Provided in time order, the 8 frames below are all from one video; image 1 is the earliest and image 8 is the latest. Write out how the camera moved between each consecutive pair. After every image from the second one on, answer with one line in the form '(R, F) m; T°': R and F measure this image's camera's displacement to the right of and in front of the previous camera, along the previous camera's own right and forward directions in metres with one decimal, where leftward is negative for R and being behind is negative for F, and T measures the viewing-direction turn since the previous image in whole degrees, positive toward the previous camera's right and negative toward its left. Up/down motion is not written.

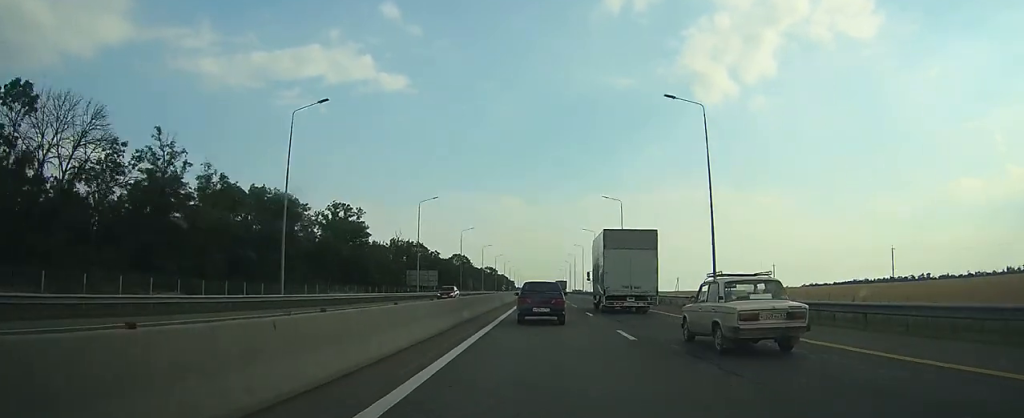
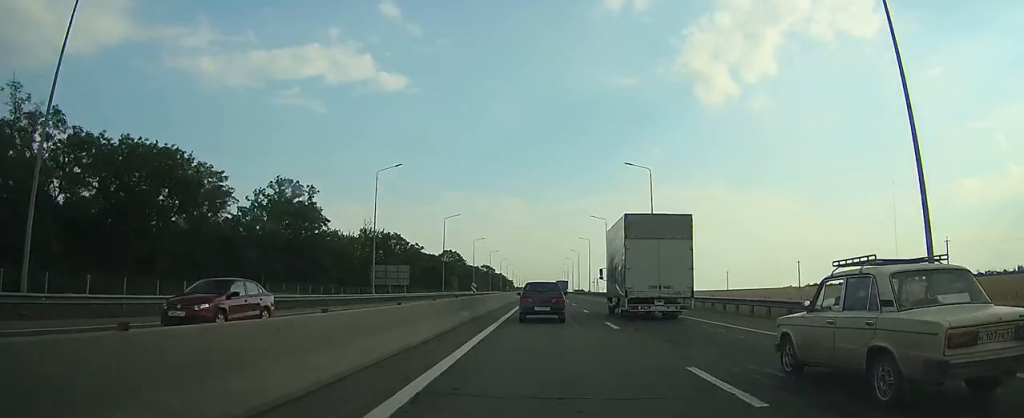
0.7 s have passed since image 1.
(0.0, +20.2) m; 0°
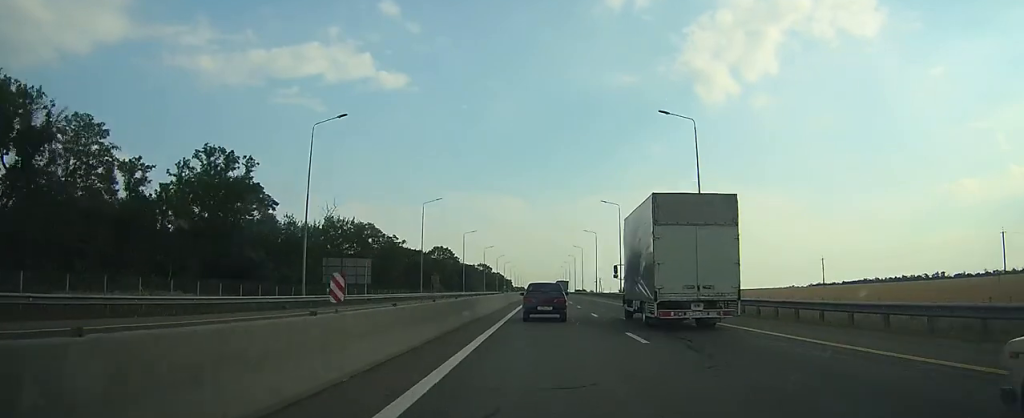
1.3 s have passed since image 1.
(0.0, +16.5) m; 0°
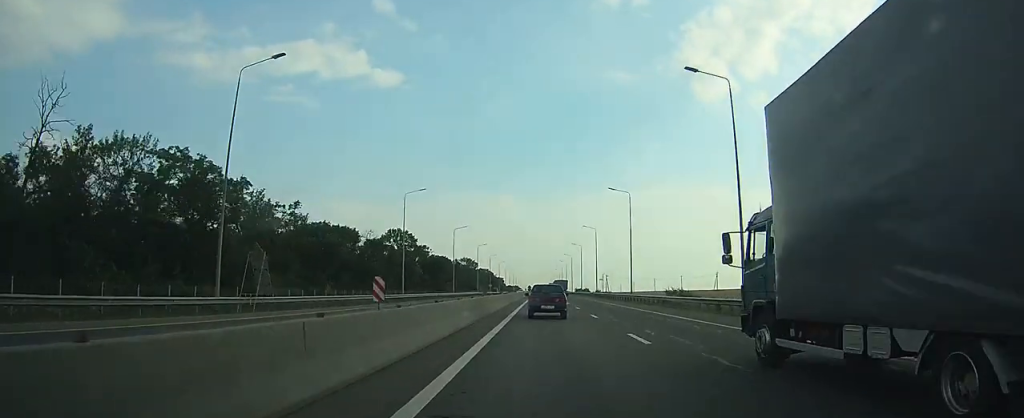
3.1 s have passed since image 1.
(+0.1, +48.1) m; 0°
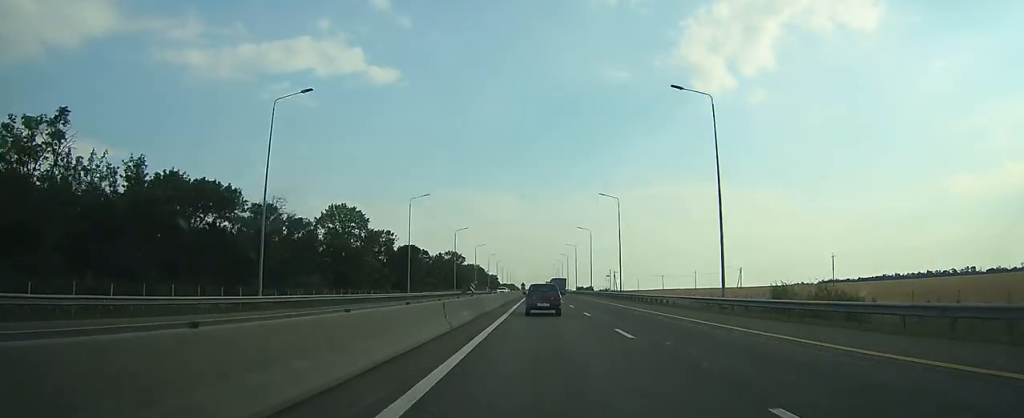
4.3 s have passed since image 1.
(+0.2, +34.6) m; +1°
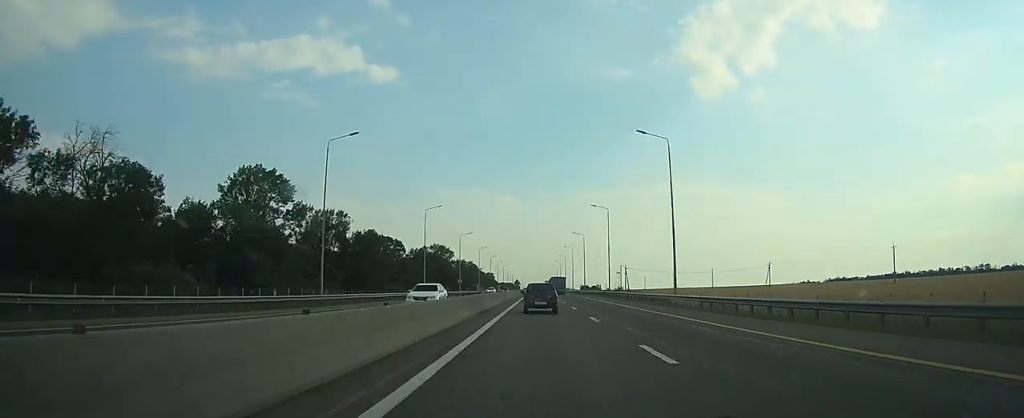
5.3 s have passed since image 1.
(+0.1, +29.2) m; 0°
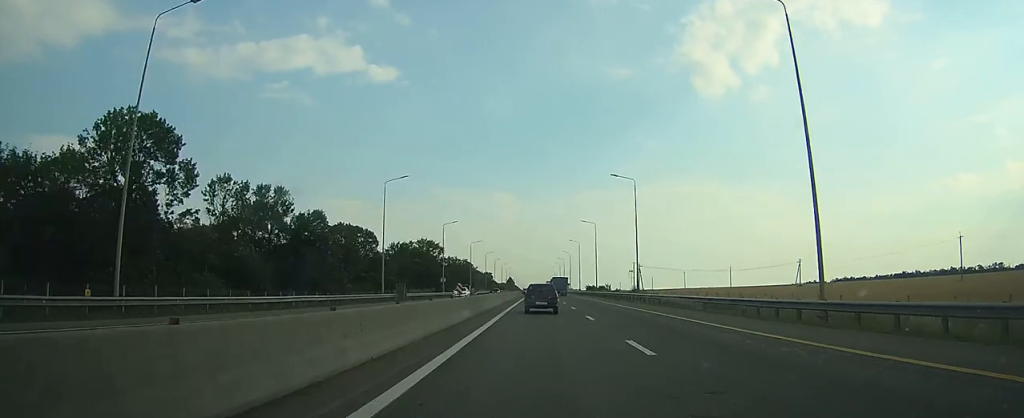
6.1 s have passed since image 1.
(0.0, +22.8) m; 0°
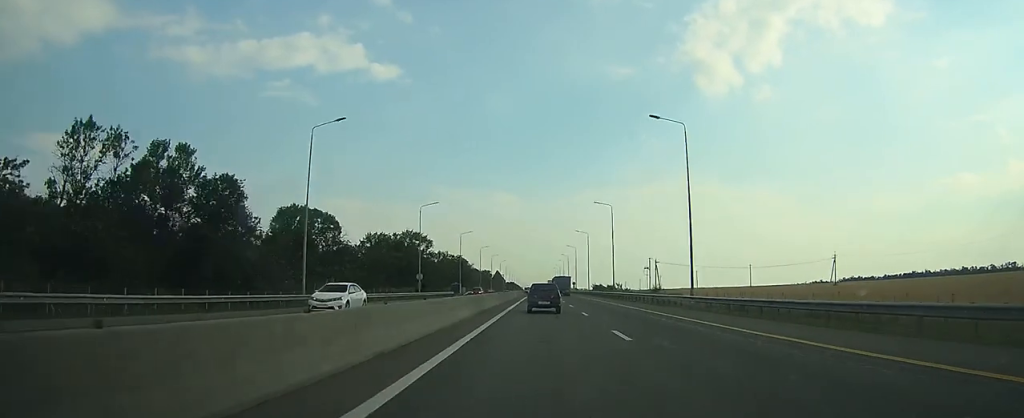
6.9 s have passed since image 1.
(-0.1, +21.0) m; 0°
